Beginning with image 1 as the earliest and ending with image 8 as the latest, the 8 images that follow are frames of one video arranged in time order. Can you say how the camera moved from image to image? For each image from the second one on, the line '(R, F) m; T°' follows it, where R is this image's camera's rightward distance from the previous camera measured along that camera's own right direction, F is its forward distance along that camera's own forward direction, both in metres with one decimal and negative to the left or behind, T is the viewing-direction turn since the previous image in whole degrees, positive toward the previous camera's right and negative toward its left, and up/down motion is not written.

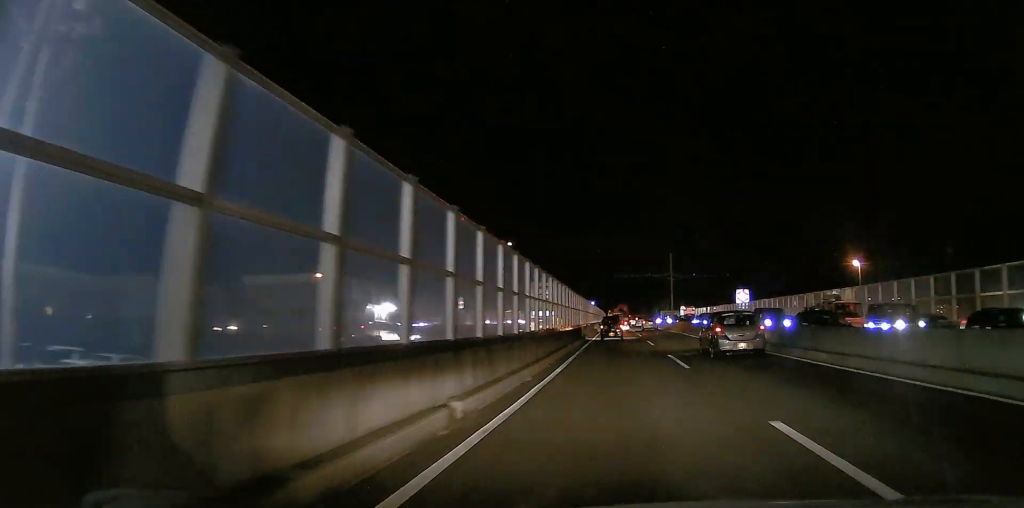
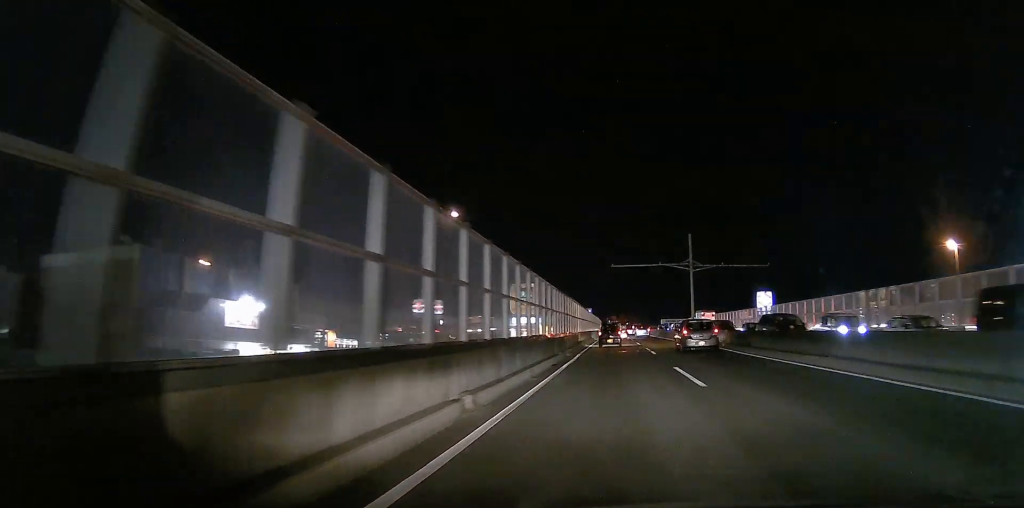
(0.0, +19.4) m; 0°
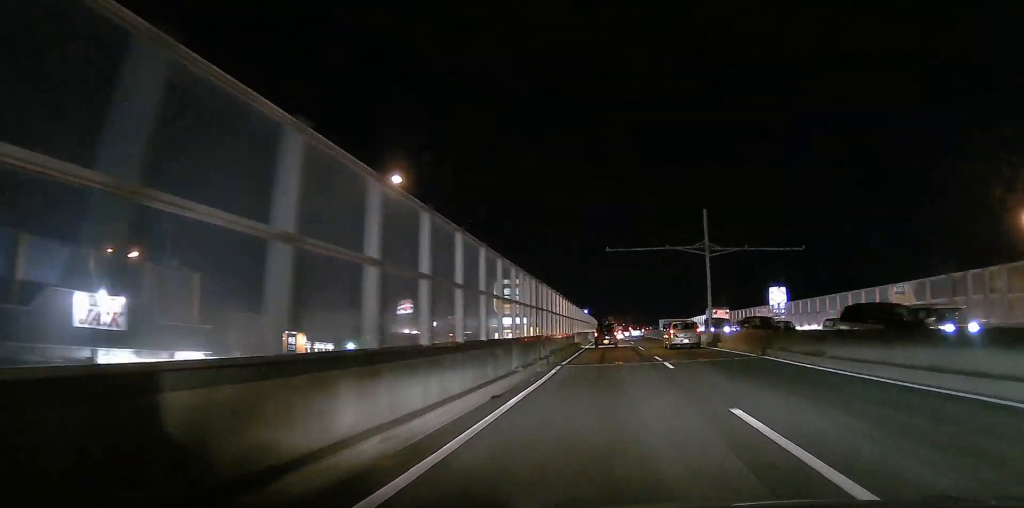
(+0.1, +9.9) m; 0°
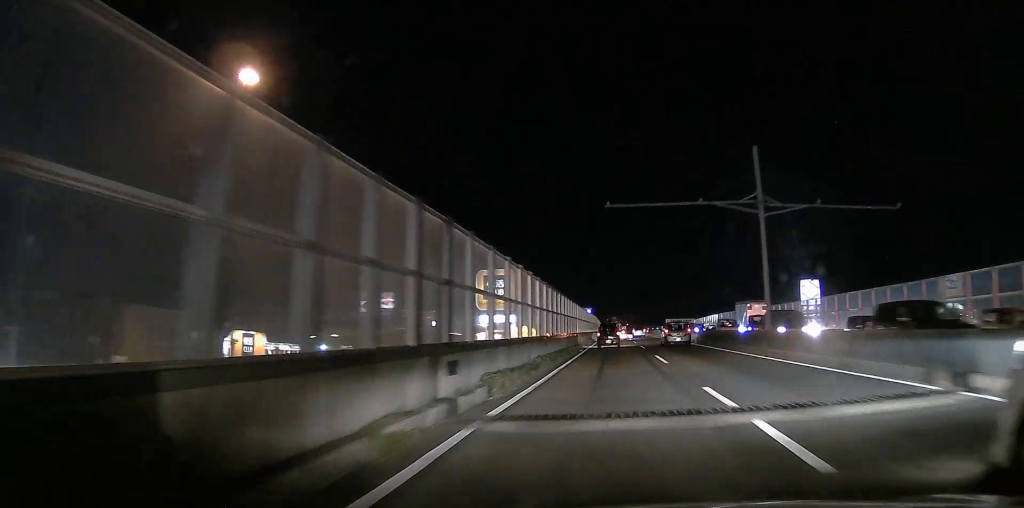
(+0.1, +13.1) m; 0°
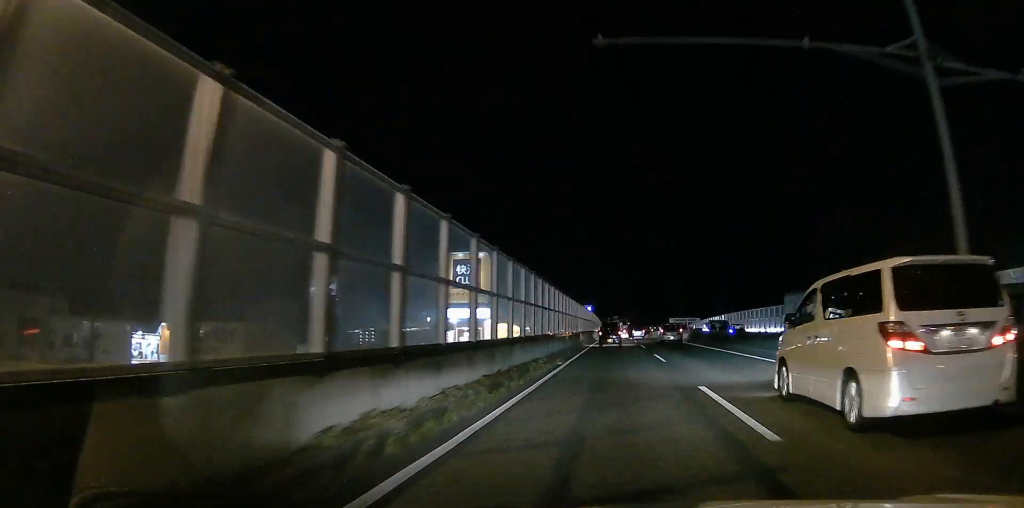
(0.0, +13.9) m; 0°
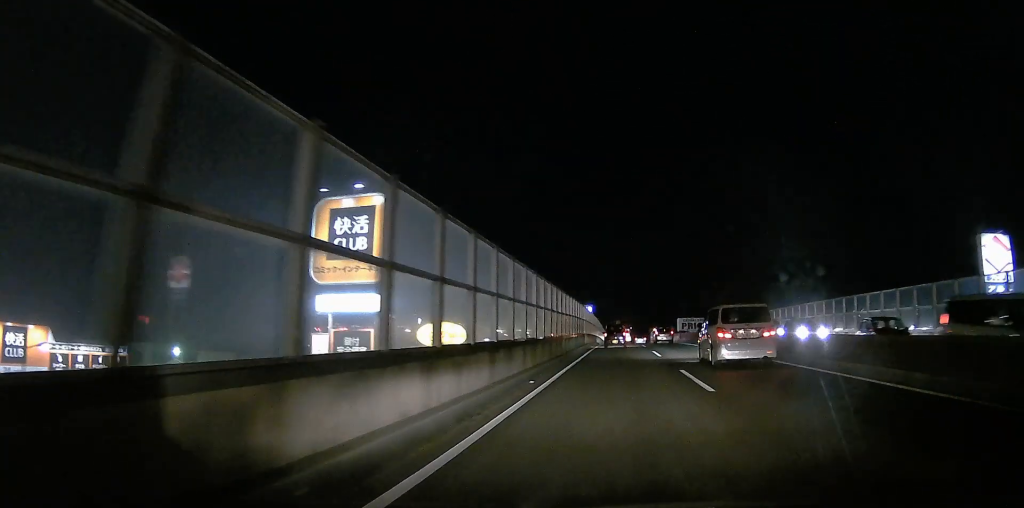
(0.0, +25.2) m; 0°
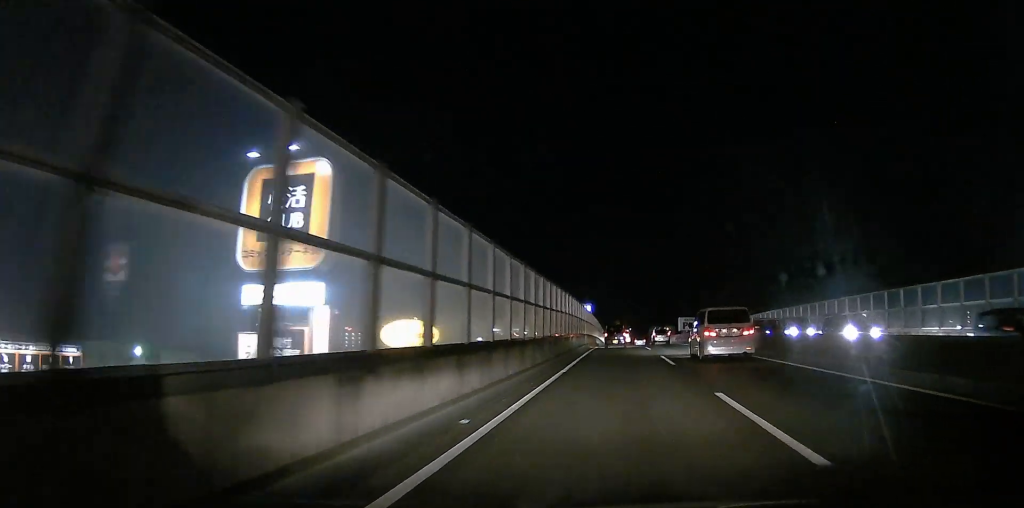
(0.0, +6.6) m; 0°
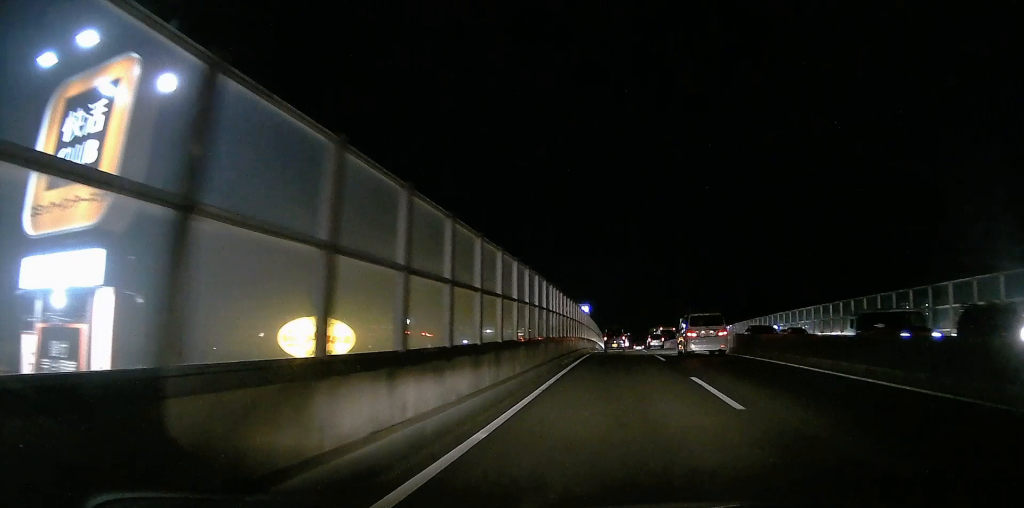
(0.0, +11.3) m; 0°
